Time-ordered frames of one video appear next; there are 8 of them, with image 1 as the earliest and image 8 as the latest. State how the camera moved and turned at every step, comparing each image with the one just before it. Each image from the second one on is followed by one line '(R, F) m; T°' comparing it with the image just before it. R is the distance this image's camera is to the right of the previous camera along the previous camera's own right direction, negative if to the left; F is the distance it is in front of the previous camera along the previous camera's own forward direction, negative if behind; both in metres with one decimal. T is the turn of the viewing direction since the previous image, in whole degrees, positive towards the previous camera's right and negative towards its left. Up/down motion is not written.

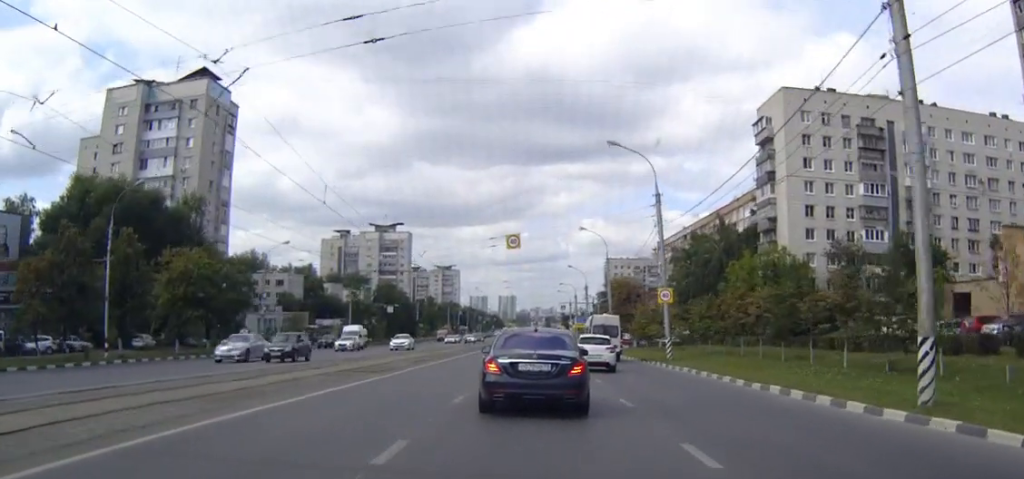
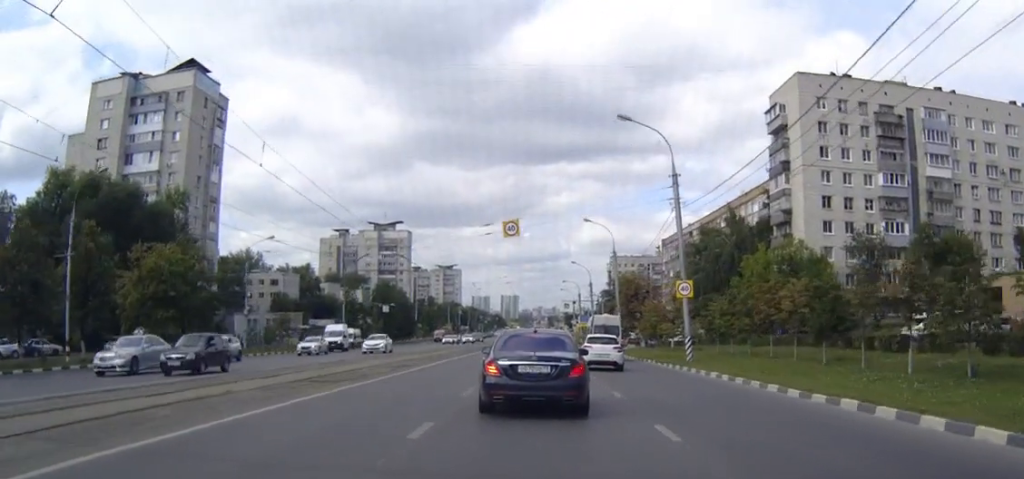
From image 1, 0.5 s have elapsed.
(0.0, +5.6) m; 0°
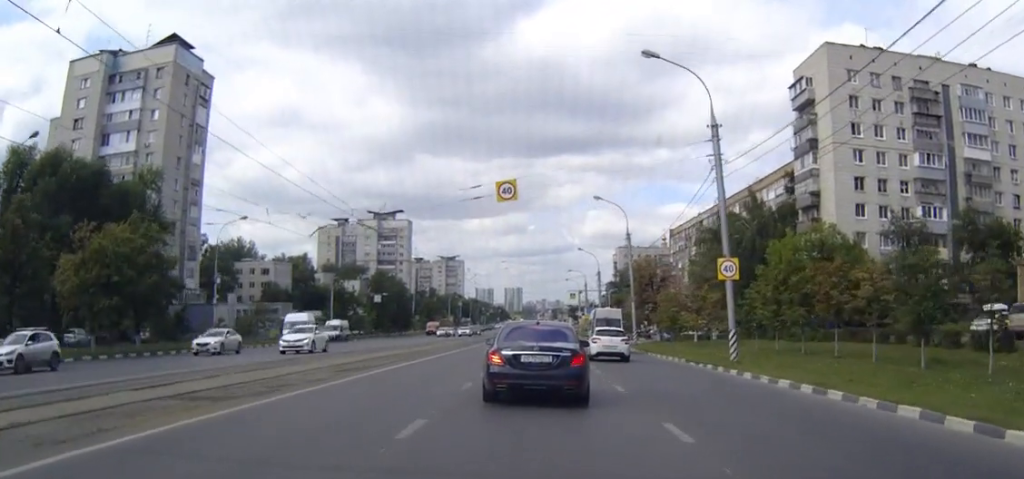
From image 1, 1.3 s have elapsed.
(0.0, +9.2) m; 0°
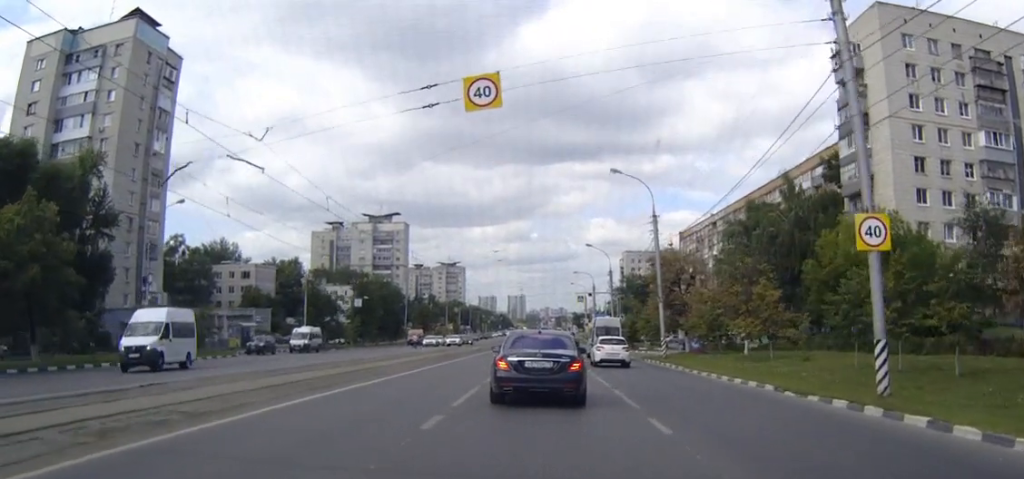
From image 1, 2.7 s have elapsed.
(0.0, +14.7) m; 0°
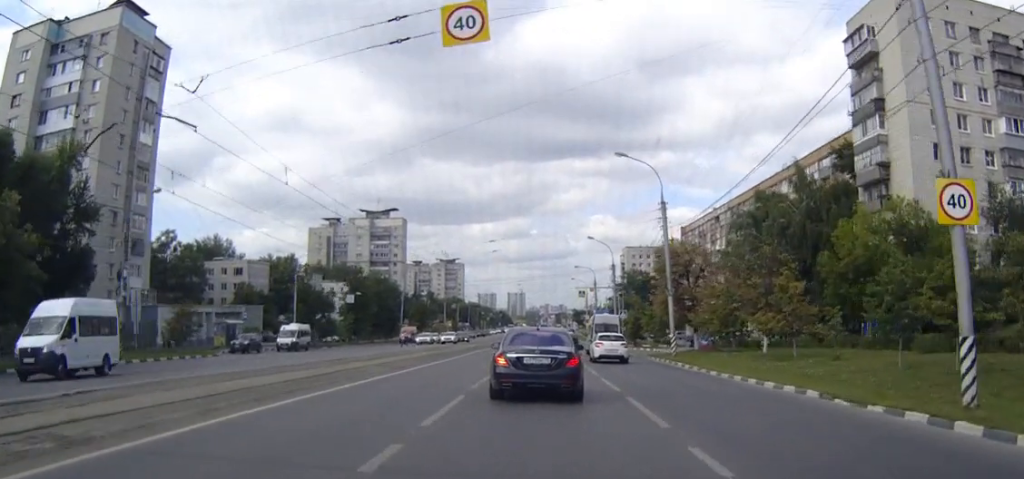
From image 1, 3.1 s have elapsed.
(0.0, +4.1) m; 0°
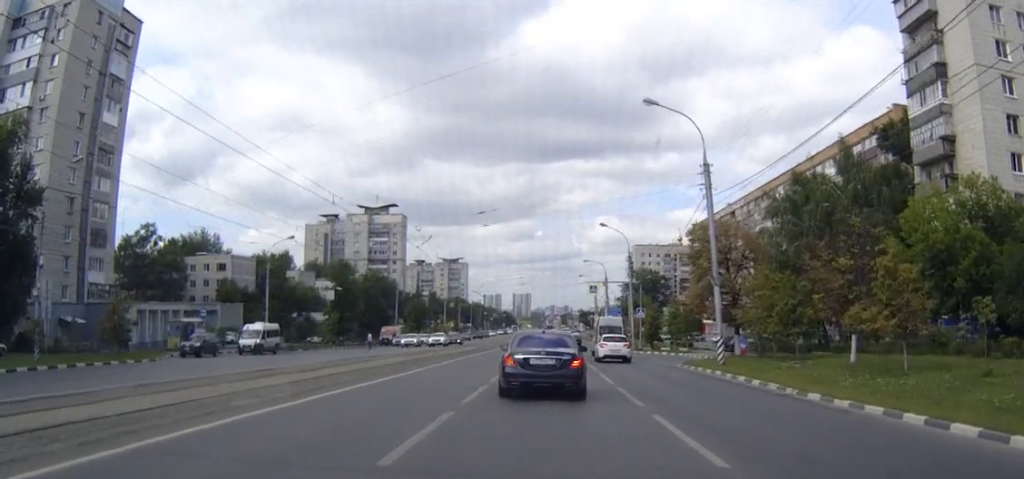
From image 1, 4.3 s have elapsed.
(0.0, +11.6) m; 0°
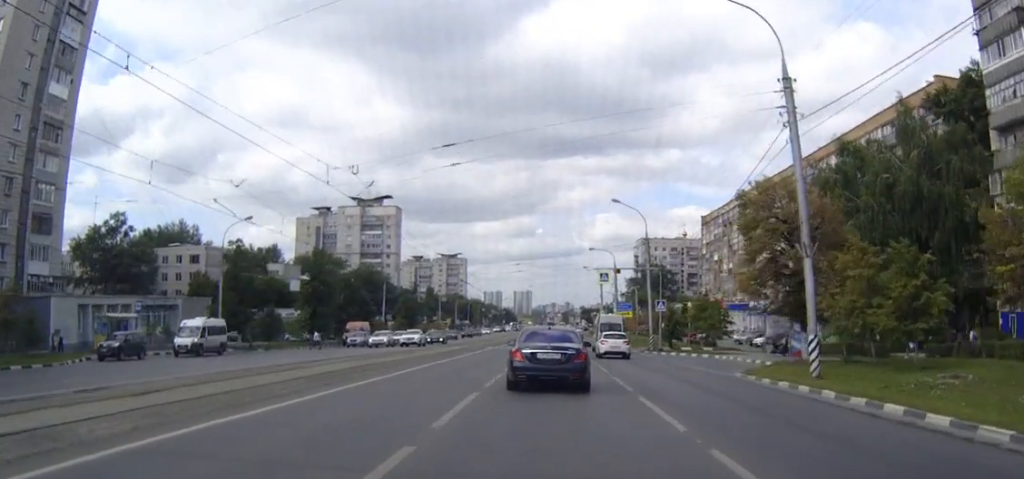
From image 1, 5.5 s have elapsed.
(0.0, +12.7) m; 0°
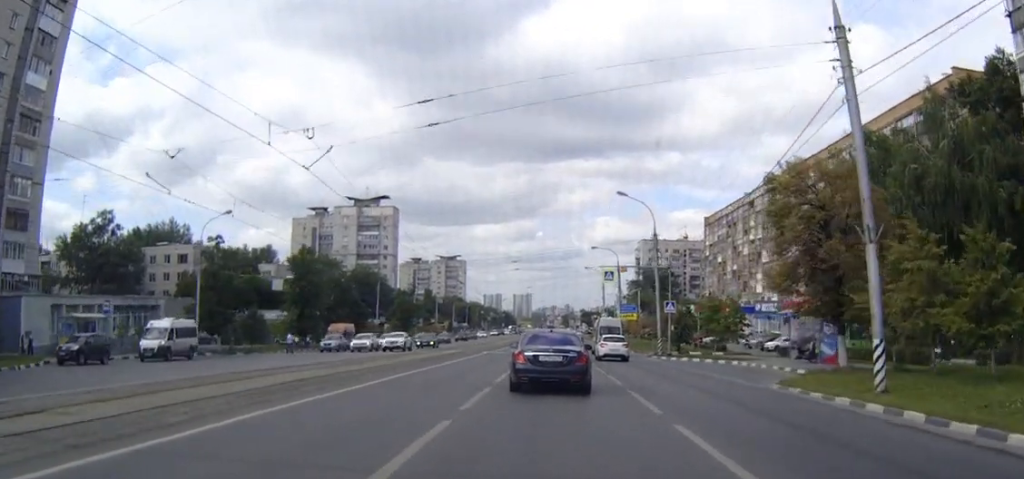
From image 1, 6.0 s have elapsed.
(0.0, +4.9) m; 0°
